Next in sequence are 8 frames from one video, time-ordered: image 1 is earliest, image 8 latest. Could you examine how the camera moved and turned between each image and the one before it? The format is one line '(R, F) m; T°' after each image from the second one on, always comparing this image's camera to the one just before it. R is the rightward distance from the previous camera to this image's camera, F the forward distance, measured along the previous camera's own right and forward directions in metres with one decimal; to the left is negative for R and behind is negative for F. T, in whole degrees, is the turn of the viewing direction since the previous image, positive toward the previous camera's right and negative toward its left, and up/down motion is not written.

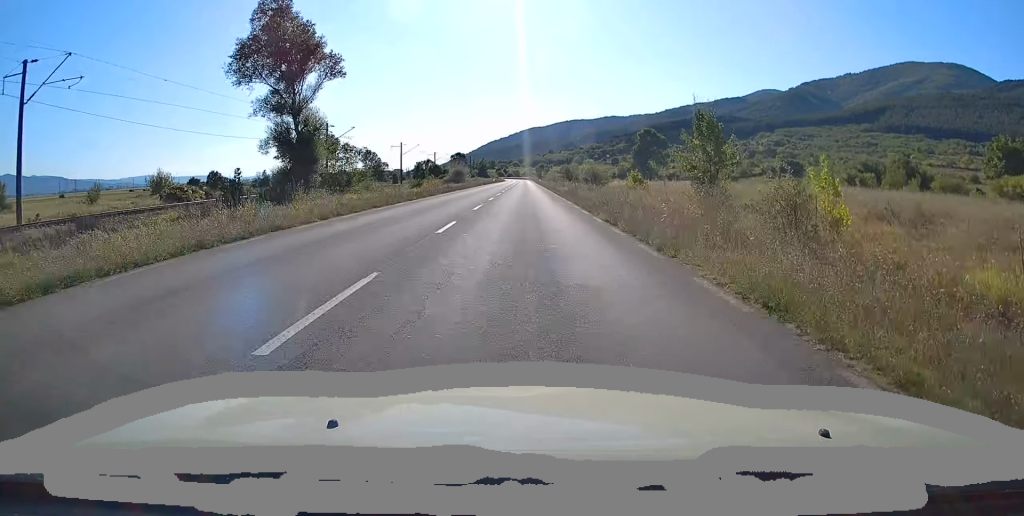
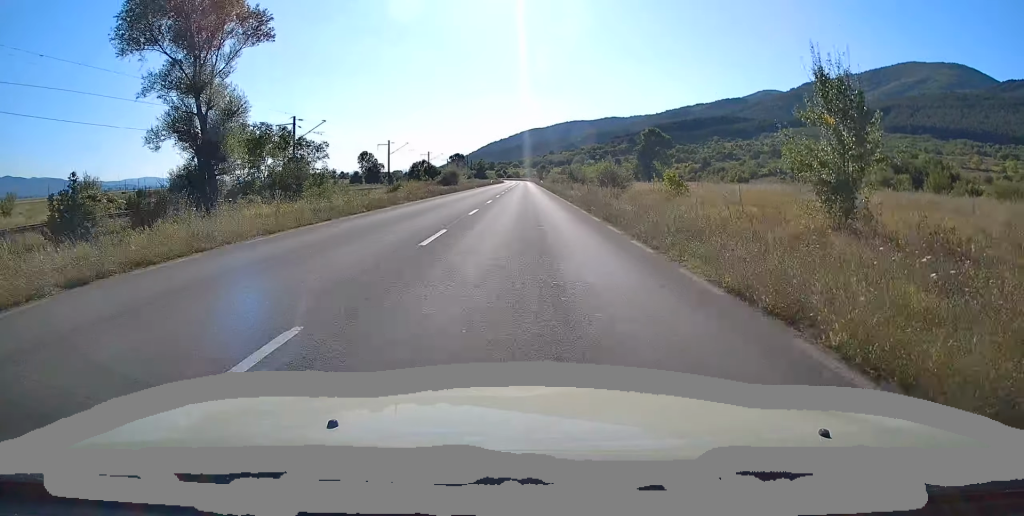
(0.0, +11.2) m; 0°
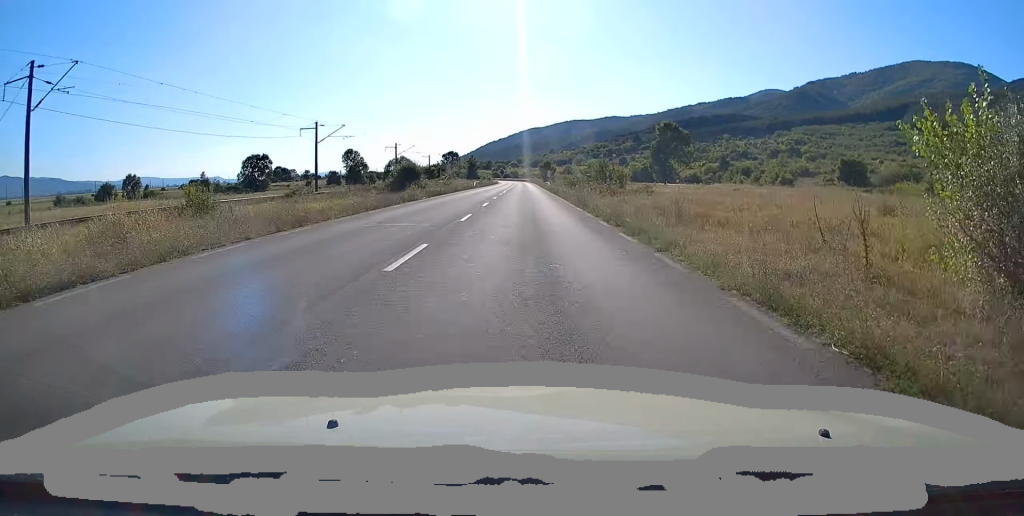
(-0.5, +38.7) m; 0°
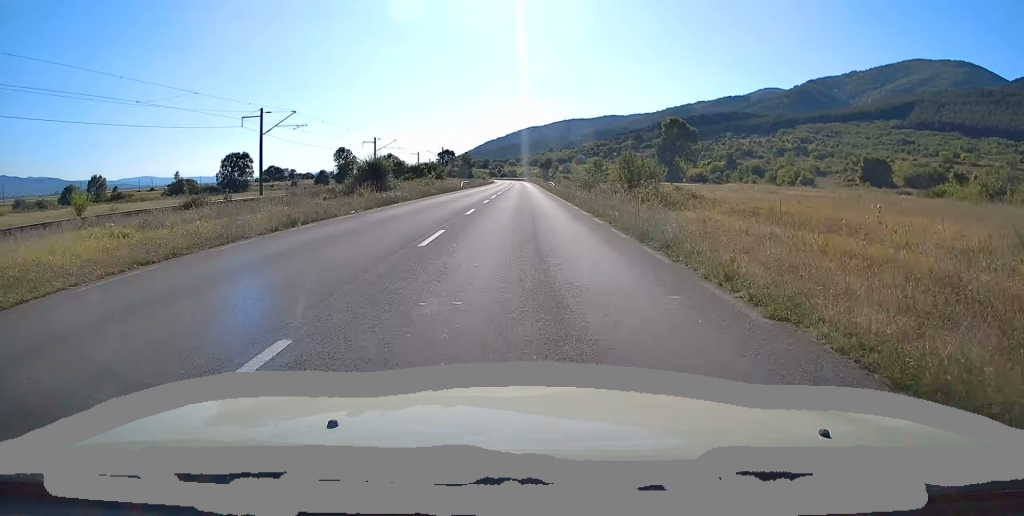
(+0.3, +15.4) m; +1°
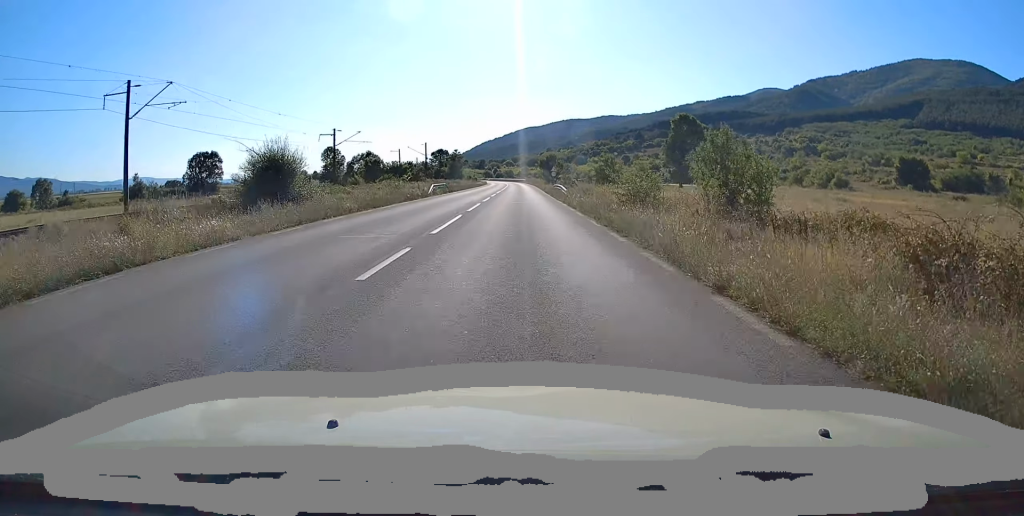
(0.0, +21.0) m; 0°
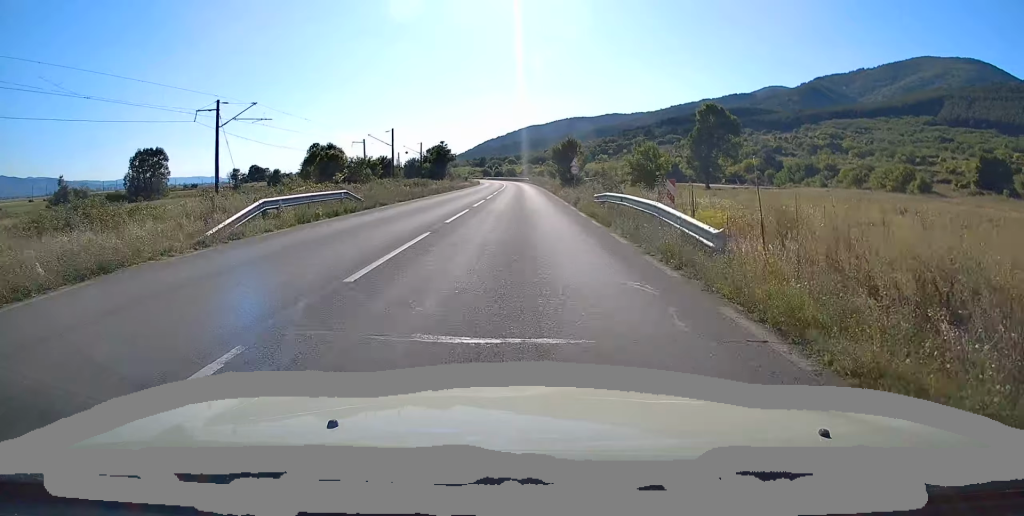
(0.0, +33.2) m; -1°
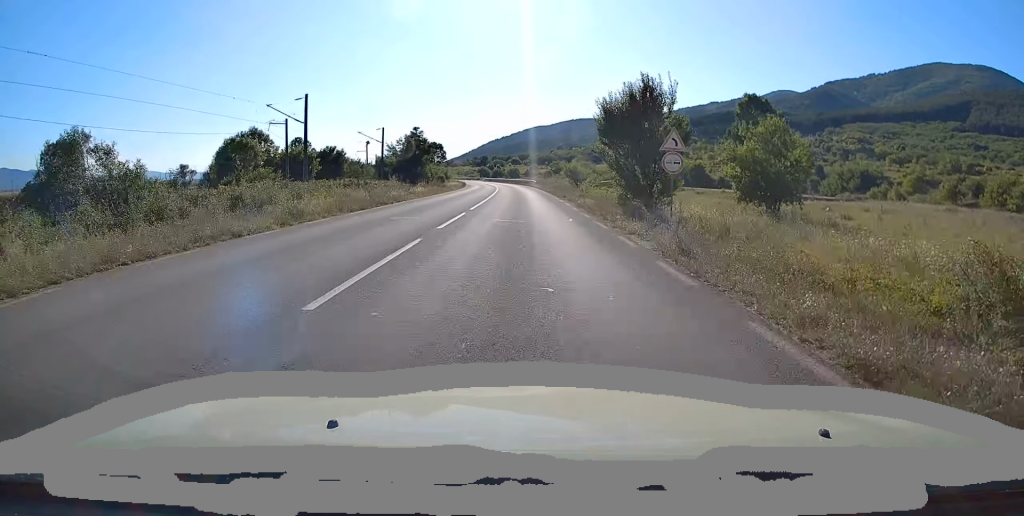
(-0.2, +37.2) m; 0°
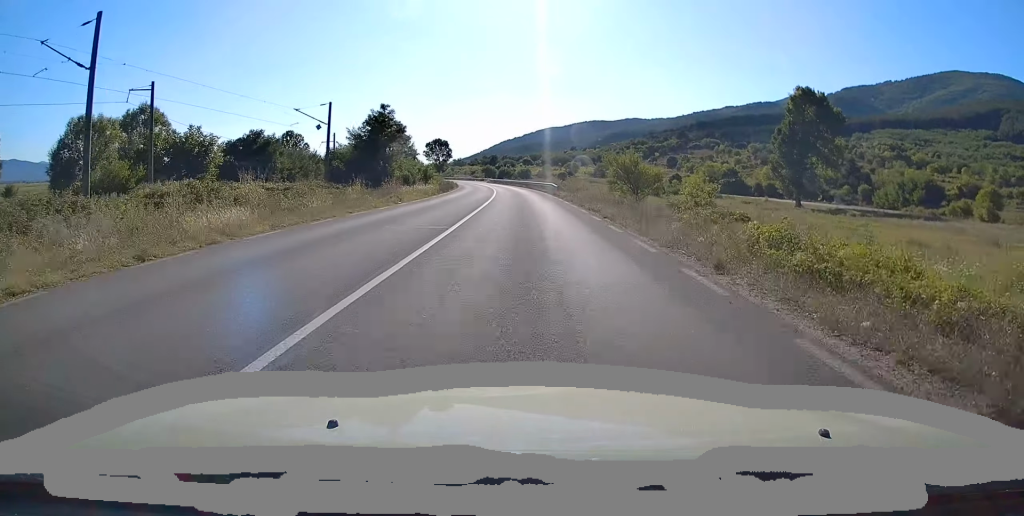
(-0.1, +29.2) m; -1°
